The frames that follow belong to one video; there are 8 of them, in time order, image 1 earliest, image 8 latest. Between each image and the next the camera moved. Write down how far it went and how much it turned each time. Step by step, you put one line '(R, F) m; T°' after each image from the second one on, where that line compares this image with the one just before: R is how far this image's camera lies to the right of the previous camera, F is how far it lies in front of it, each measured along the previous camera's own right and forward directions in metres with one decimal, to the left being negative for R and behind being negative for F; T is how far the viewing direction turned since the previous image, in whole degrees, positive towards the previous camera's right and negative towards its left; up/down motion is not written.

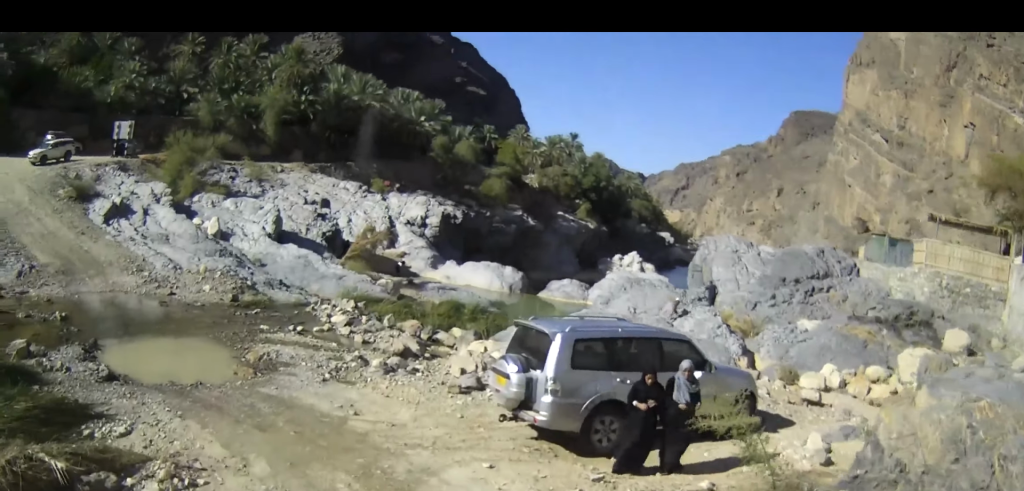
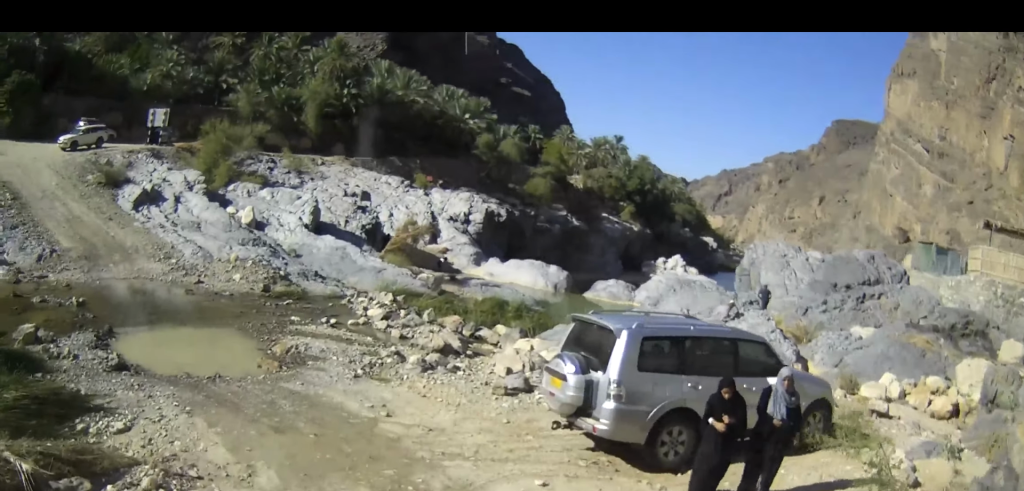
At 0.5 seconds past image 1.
(-0.1, +1.4) m; -8°
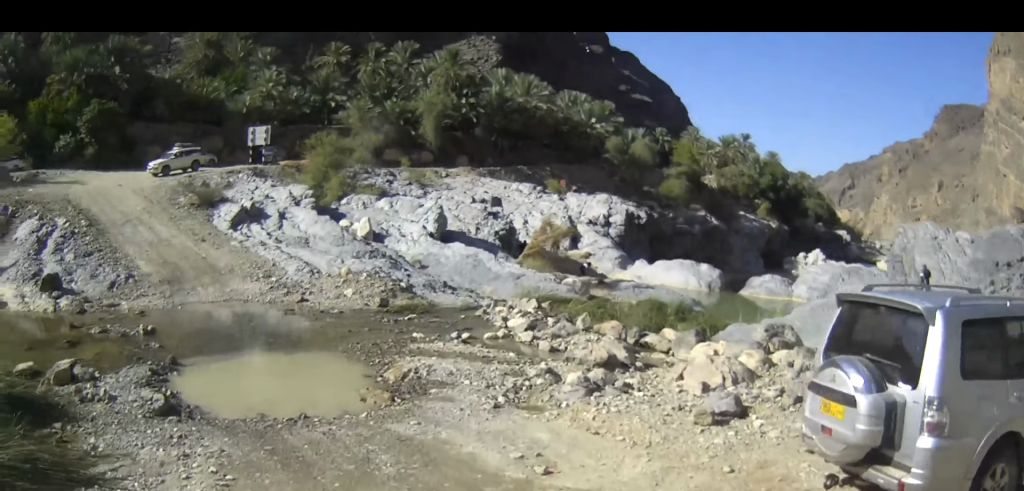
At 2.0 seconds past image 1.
(-0.5, +4.0) m; -9°
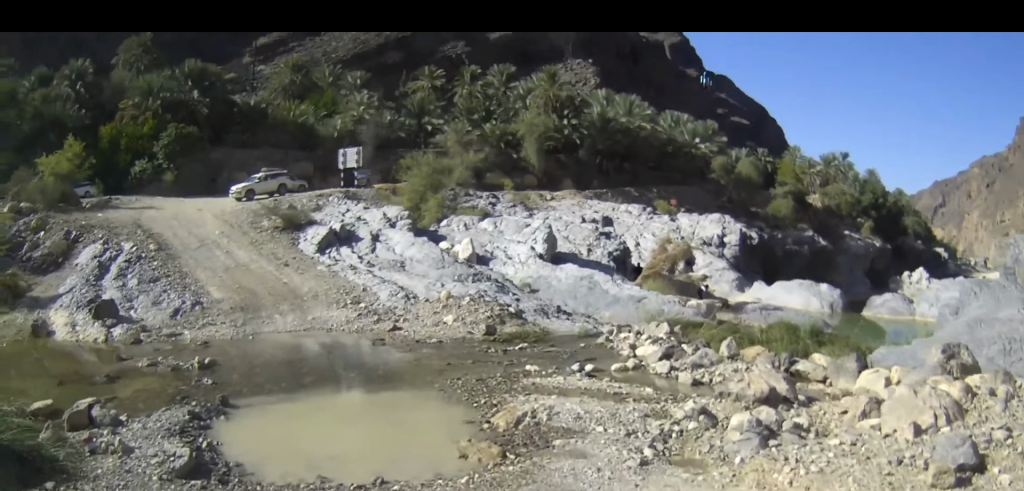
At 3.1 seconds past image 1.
(0.0, +3.0) m; -1°
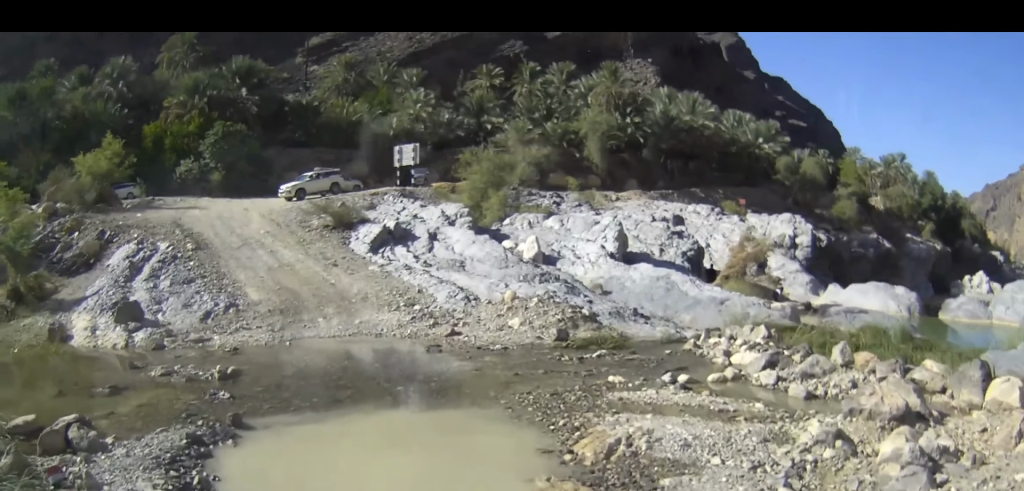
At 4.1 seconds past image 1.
(0.0, +2.5) m; +1°
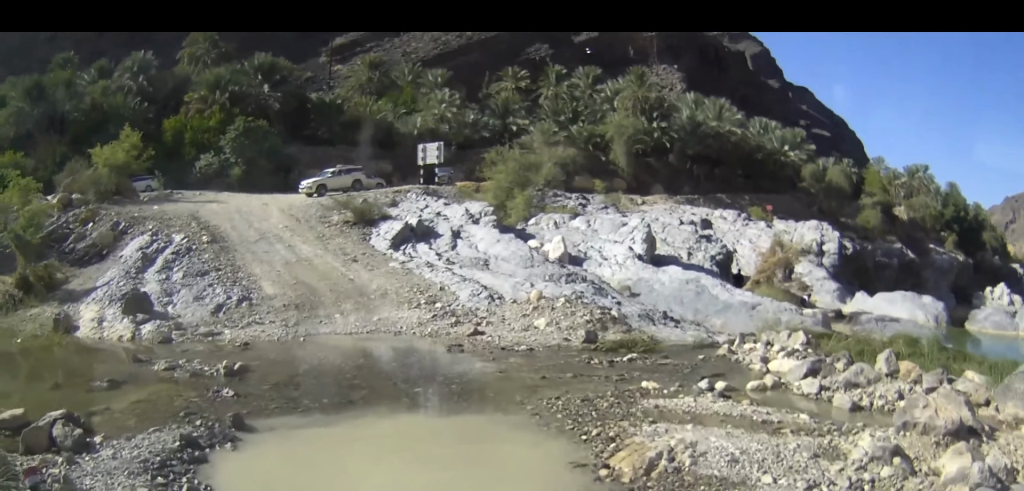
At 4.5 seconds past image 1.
(0.0, +1.0) m; +1°
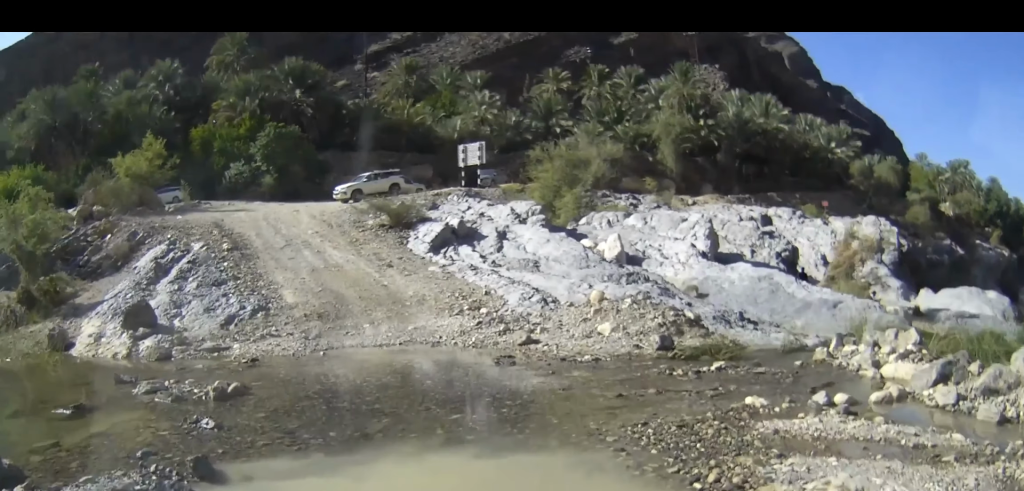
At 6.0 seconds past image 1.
(-0.2, +3.3) m; -11°
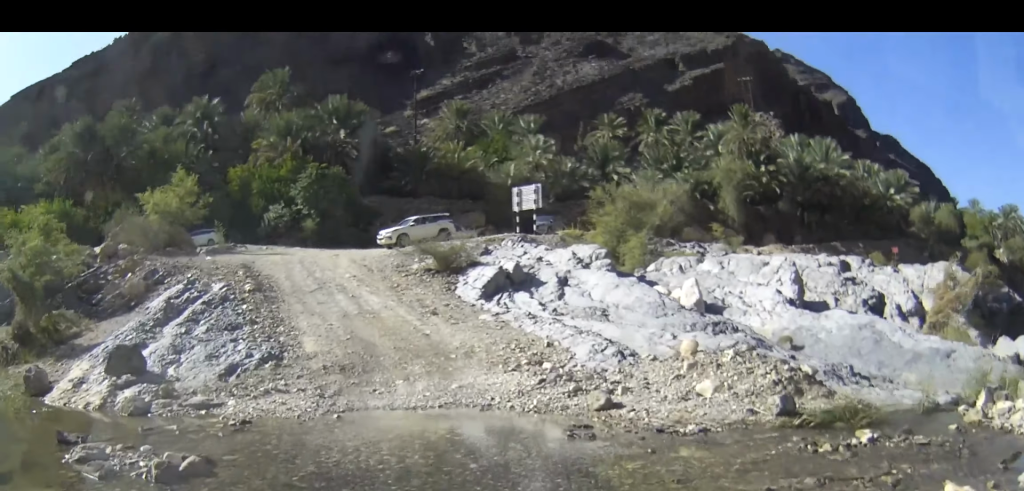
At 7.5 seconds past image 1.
(-0.5, +3.6) m; -10°
